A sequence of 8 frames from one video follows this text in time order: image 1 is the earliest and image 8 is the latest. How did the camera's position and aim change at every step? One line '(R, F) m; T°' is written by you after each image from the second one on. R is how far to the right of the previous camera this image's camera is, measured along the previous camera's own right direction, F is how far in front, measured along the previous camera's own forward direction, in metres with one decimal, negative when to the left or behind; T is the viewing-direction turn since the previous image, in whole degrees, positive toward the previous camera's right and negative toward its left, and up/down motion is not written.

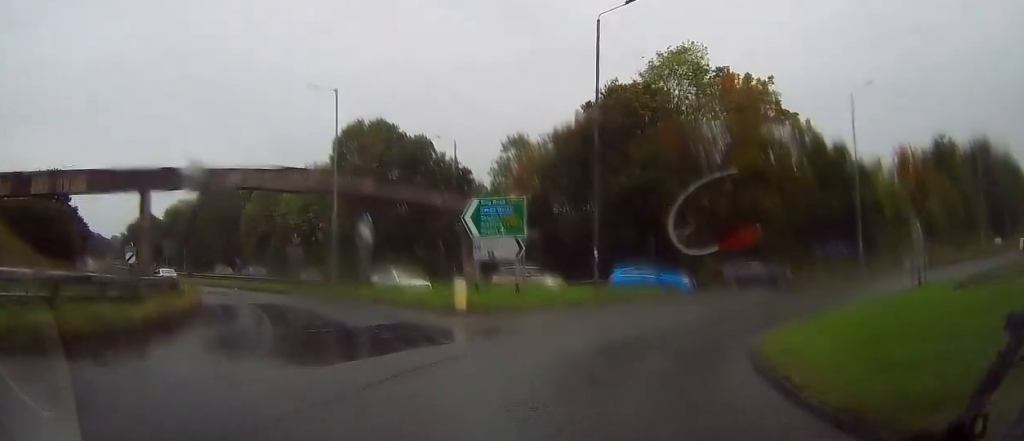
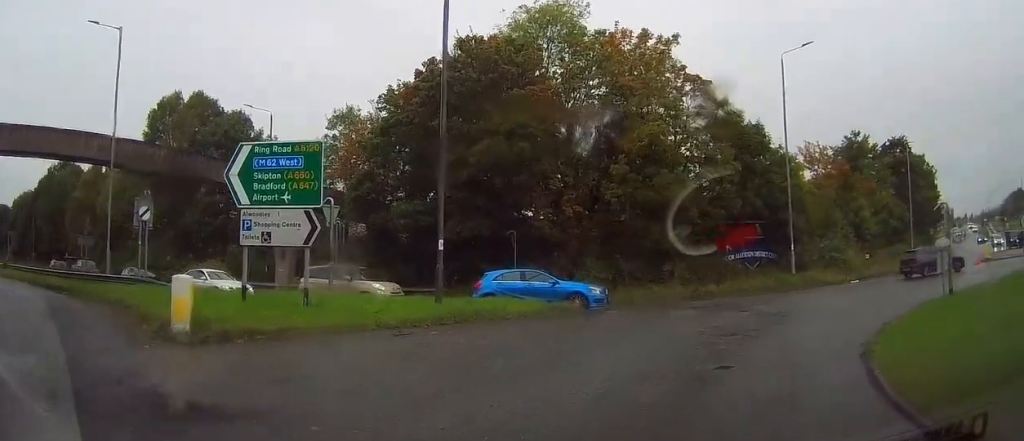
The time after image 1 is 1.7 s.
(+0.8, +10.3) m; +12°
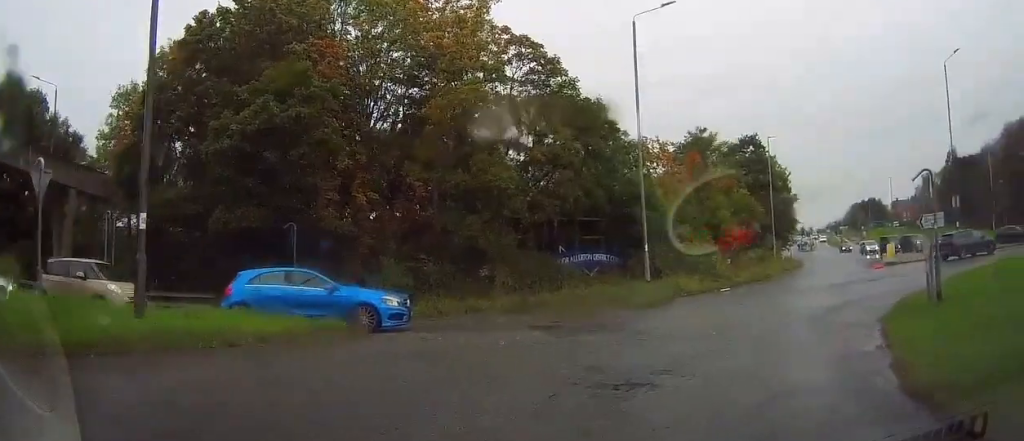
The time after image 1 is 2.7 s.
(+0.2, +6.7) m; +13°
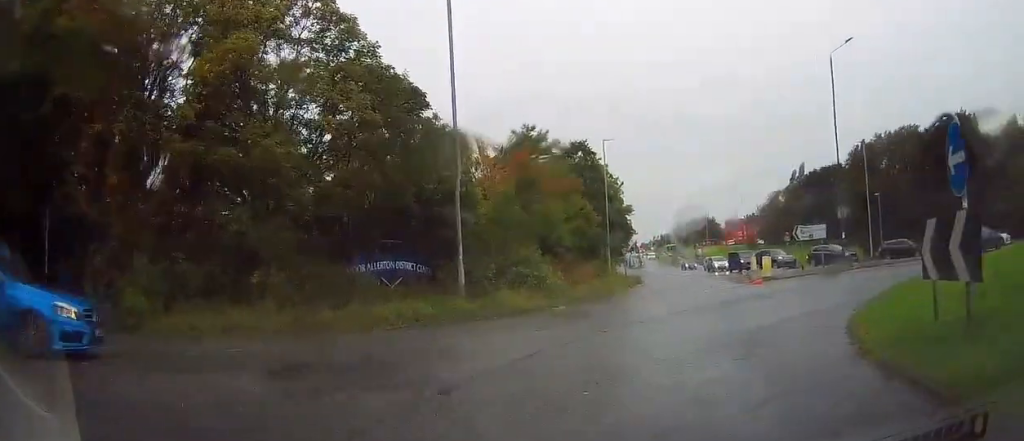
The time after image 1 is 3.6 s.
(+1.1, +5.6) m; +15°
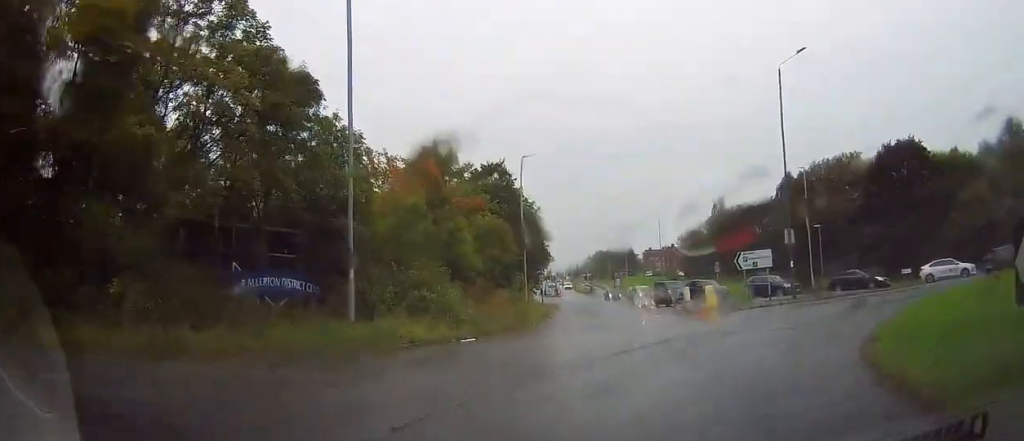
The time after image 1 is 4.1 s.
(+0.3, +3.7) m; +7°
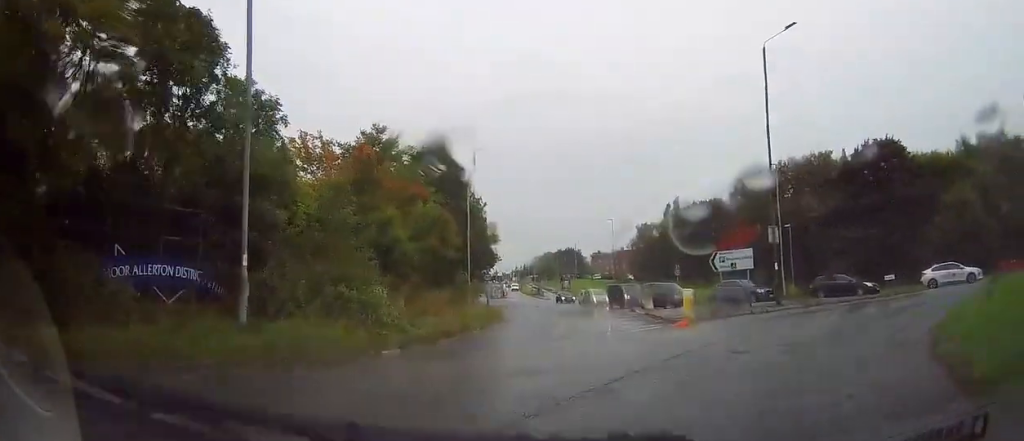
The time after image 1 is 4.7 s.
(+0.1, +4.3) m; +7°
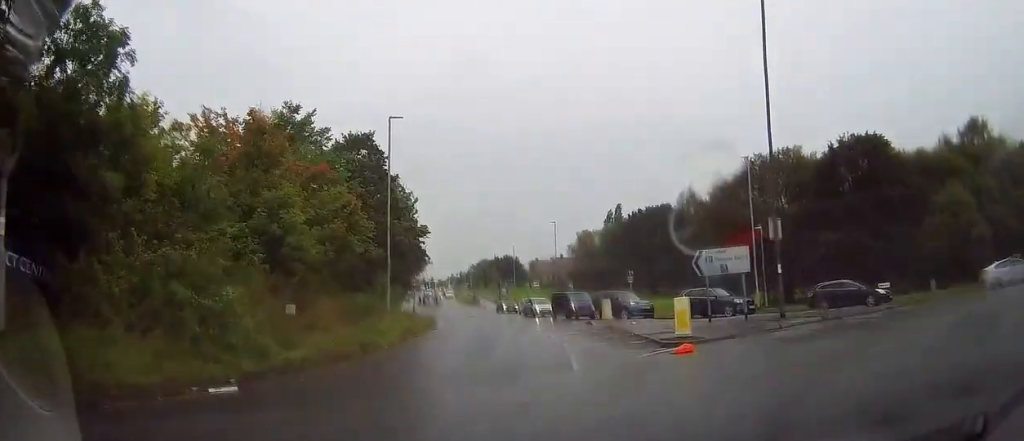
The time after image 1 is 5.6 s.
(+0.7, +6.6) m; +4°
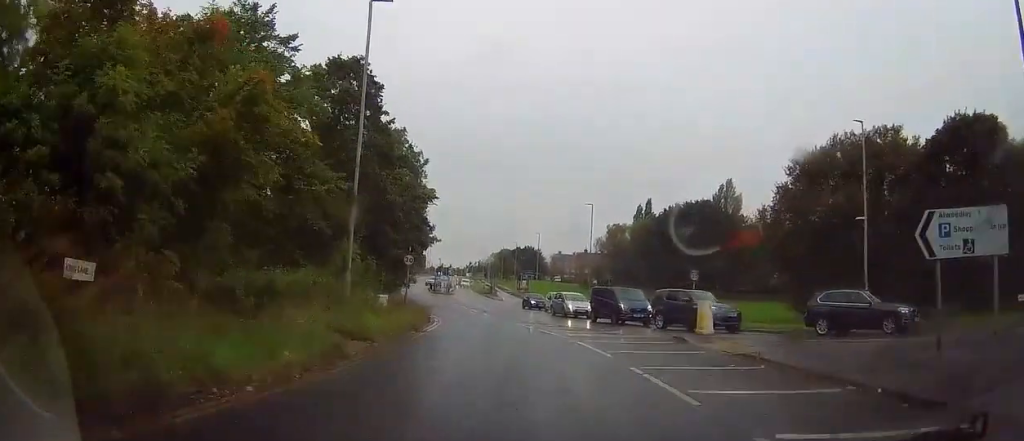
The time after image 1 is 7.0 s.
(+0.2, +12.2) m; +2°
